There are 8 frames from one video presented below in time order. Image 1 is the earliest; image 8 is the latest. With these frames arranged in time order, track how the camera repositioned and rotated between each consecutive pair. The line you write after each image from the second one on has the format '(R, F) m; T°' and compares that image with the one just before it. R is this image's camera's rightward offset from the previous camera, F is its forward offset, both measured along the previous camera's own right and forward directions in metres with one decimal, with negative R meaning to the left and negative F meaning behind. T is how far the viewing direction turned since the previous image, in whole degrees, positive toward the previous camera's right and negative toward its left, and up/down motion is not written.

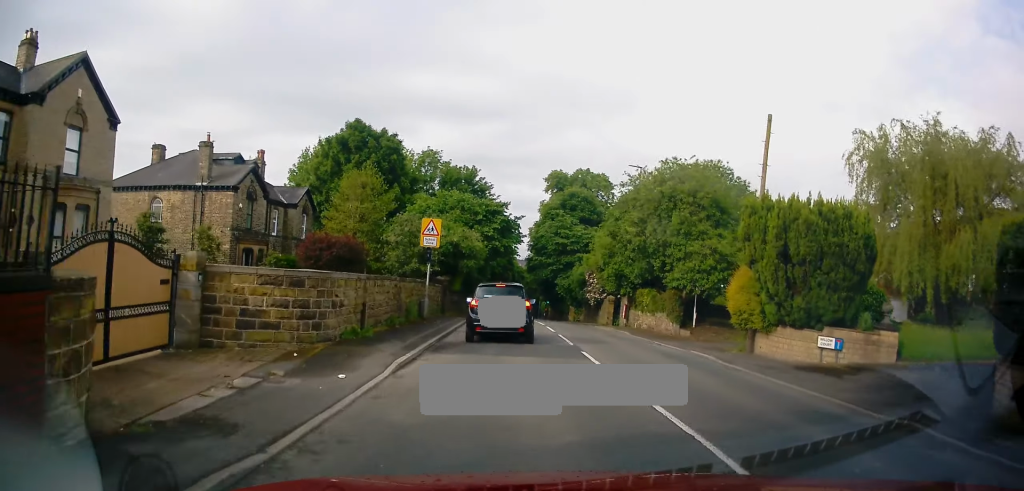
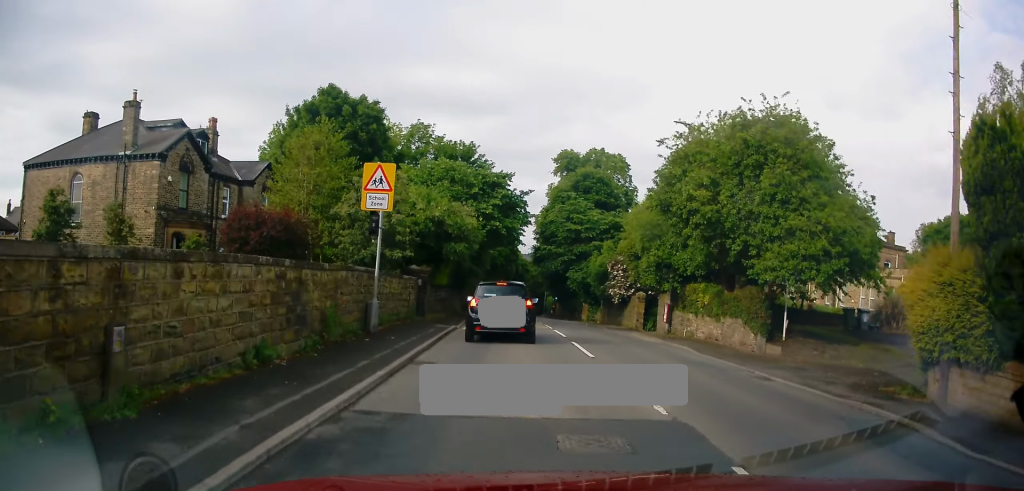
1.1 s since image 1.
(-0.1, +9.3) m; -1°
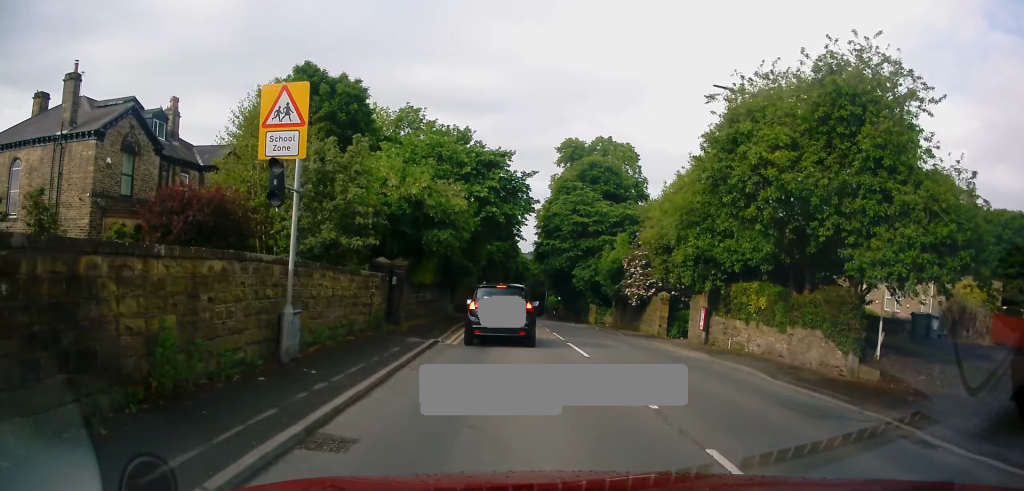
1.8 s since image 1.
(-0.1, +5.6) m; 0°
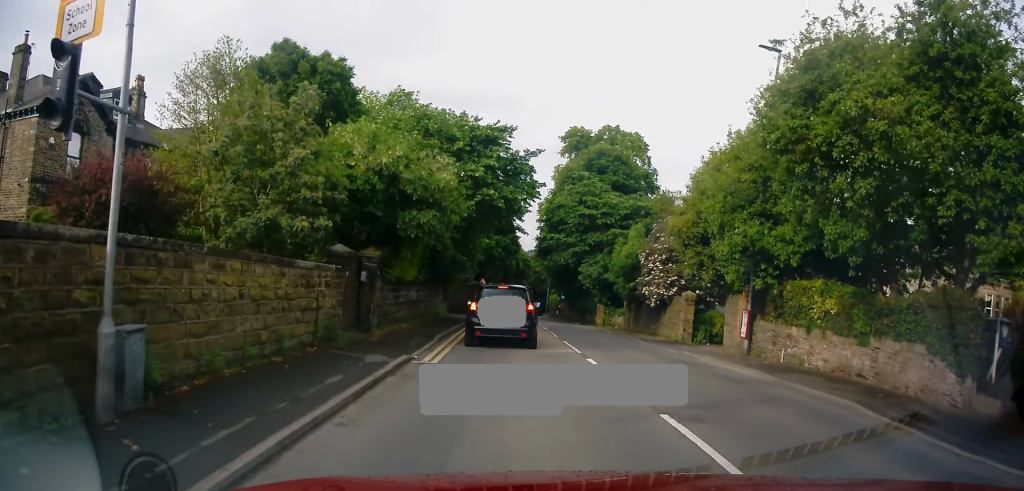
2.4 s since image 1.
(+0.1, +4.2) m; +1°
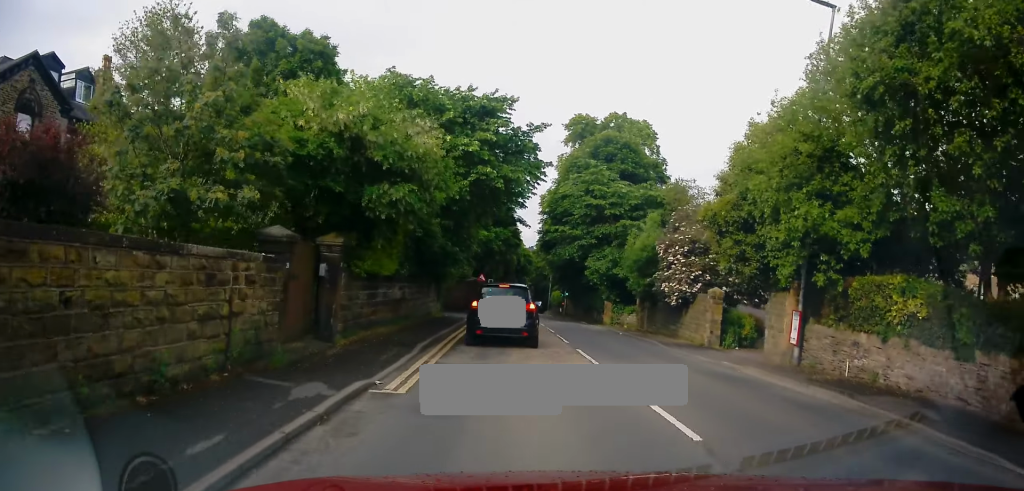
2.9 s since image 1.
(0.0, +3.5) m; 0°
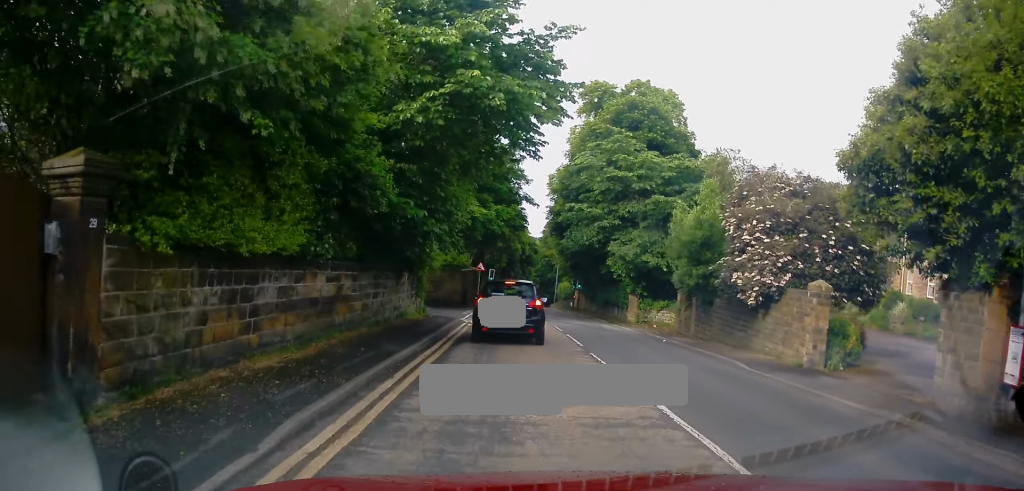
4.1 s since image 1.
(-0.2, +8.1) m; -2°
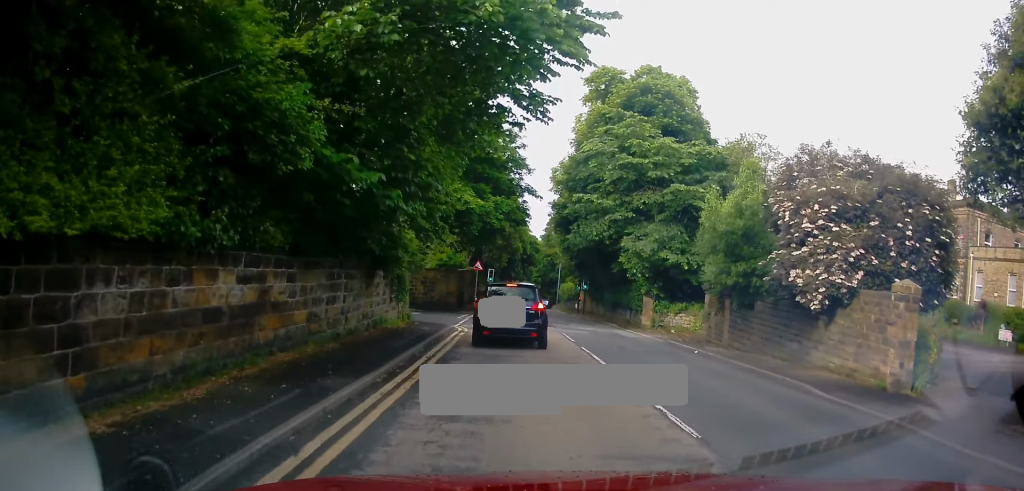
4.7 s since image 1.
(-0.1, +4.0) m; 0°
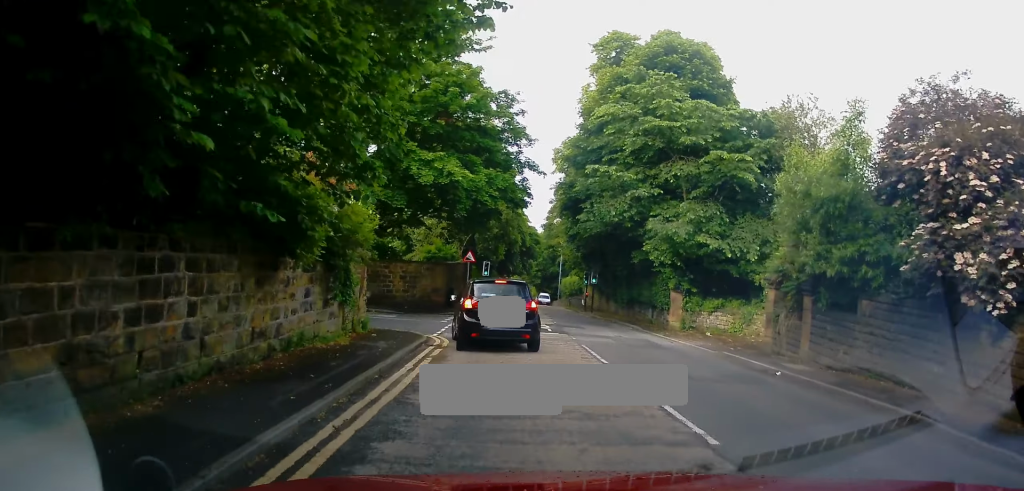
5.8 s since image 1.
(+0.2, +6.1) m; -2°
